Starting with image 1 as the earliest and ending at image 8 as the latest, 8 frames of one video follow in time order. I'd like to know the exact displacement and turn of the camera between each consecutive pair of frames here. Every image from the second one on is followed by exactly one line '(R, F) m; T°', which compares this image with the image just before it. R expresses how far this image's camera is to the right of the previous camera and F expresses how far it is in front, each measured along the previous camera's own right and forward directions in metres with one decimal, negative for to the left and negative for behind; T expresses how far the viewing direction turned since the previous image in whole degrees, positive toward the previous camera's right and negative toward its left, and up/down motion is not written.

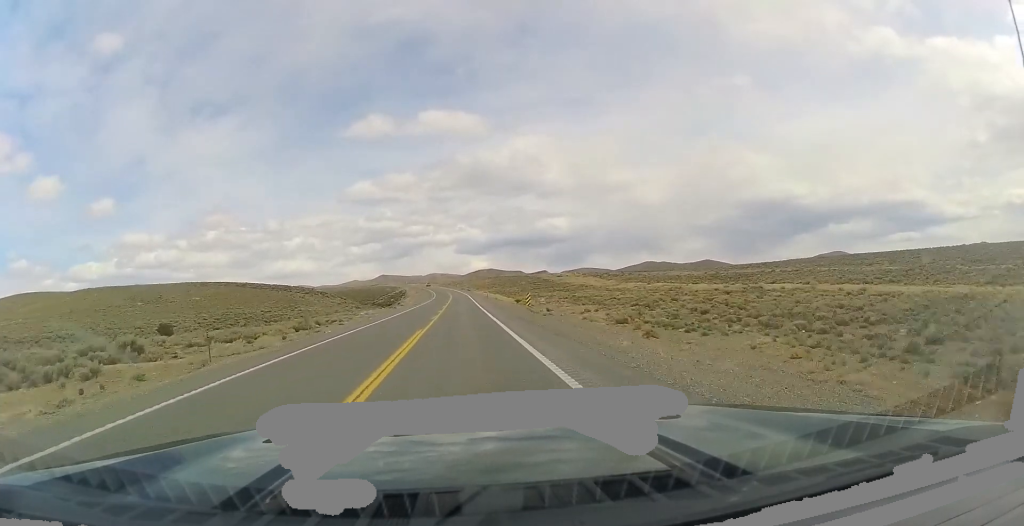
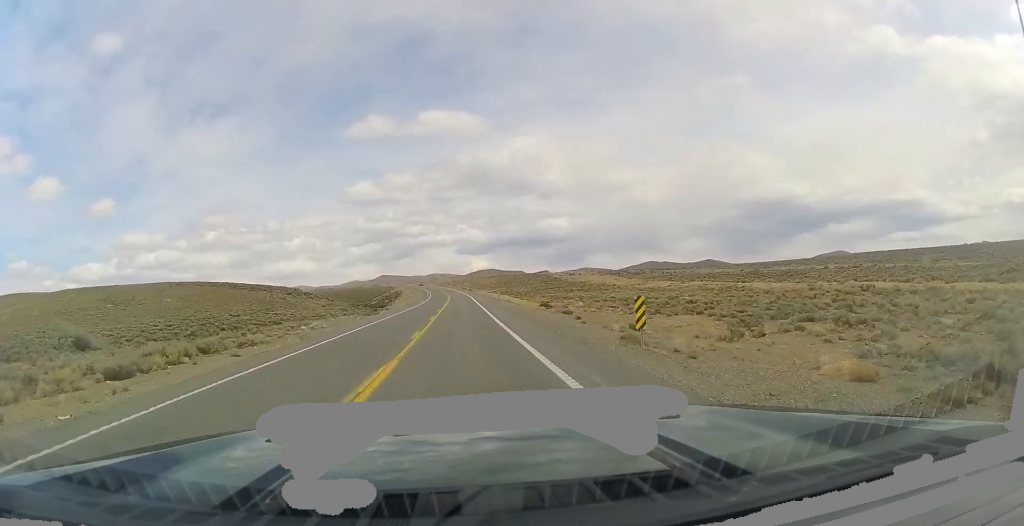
(0.0, +24.2) m; 0°
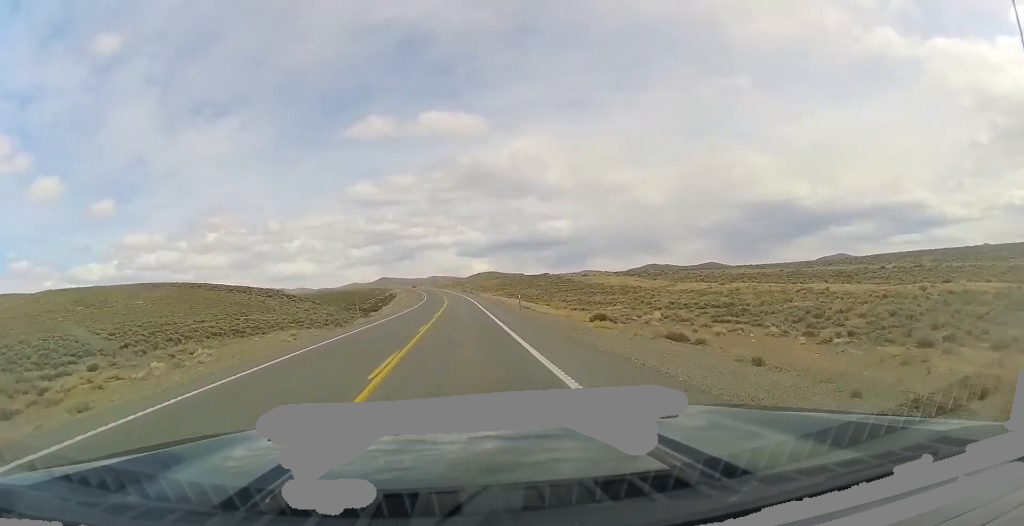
(0.0, +20.9) m; 0°
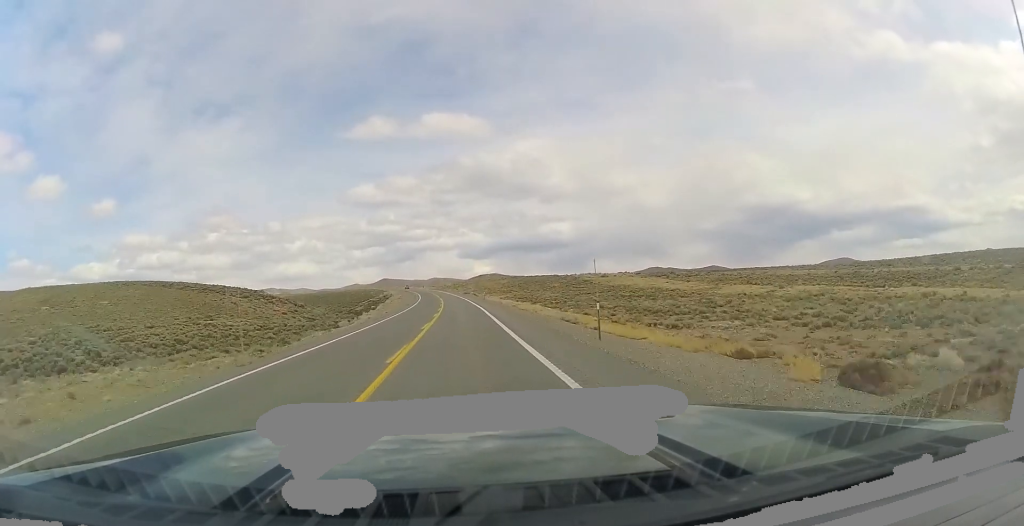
(0.0, +22.0) m; 0°
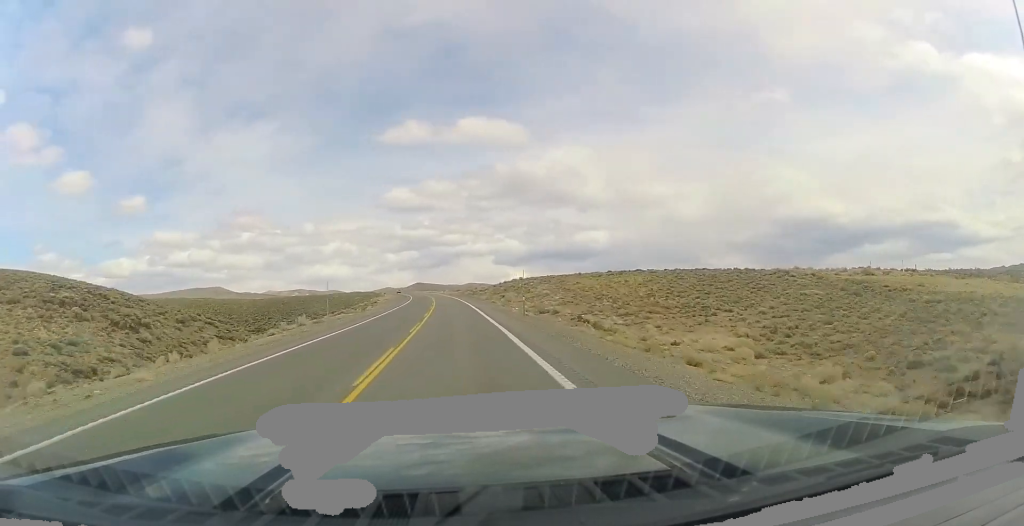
(-1.5, +100.1) m; -4°
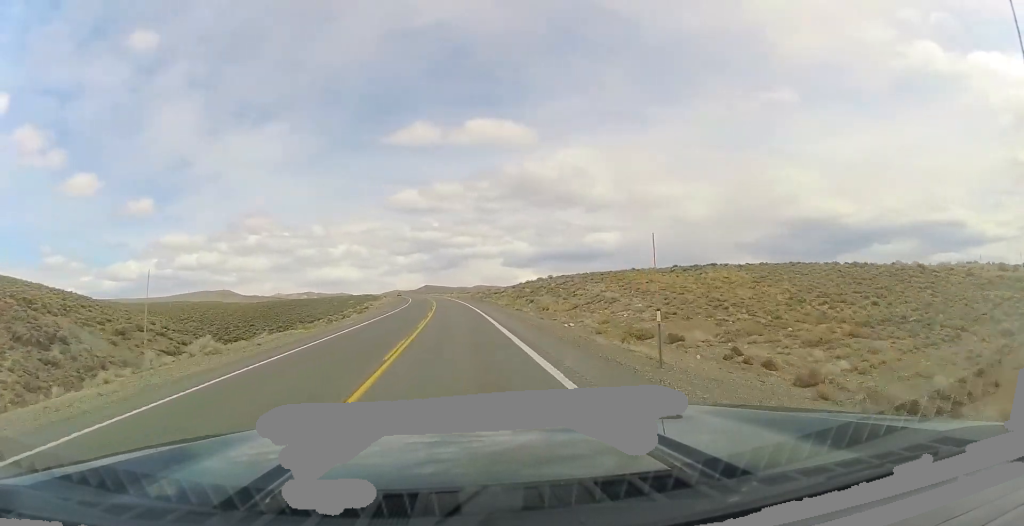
(-0.6, +20.7) m; -2°
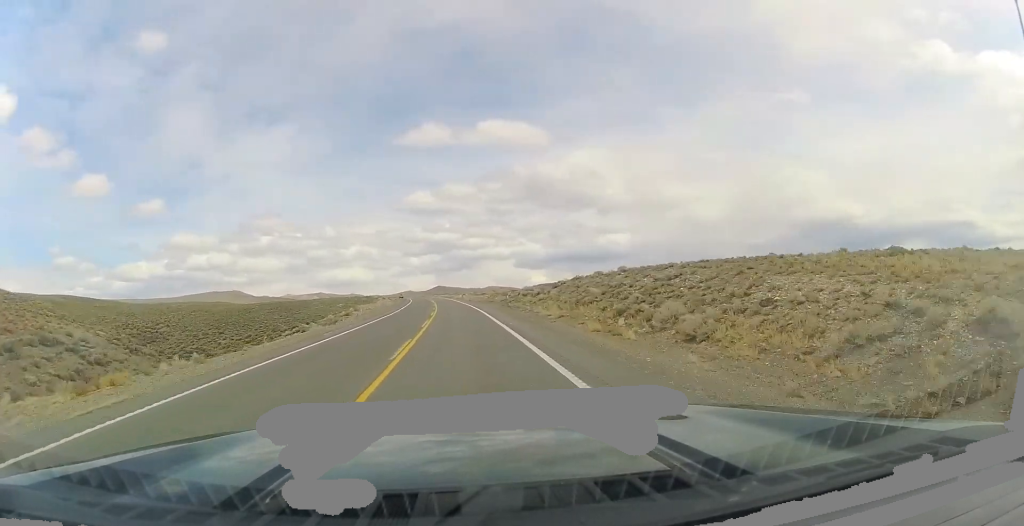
(-0.5, +25.2) m; -2°
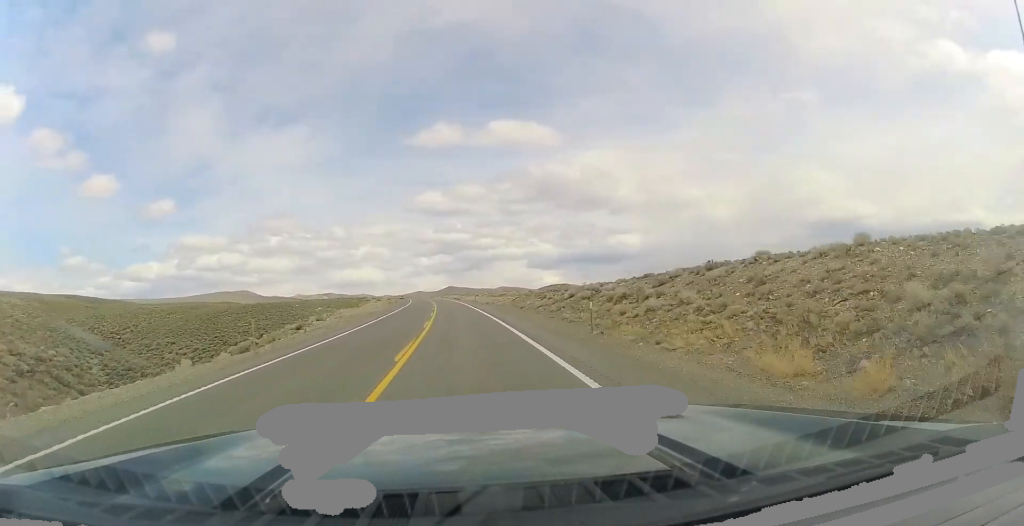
(-0.3, +25.3) m; -1°
